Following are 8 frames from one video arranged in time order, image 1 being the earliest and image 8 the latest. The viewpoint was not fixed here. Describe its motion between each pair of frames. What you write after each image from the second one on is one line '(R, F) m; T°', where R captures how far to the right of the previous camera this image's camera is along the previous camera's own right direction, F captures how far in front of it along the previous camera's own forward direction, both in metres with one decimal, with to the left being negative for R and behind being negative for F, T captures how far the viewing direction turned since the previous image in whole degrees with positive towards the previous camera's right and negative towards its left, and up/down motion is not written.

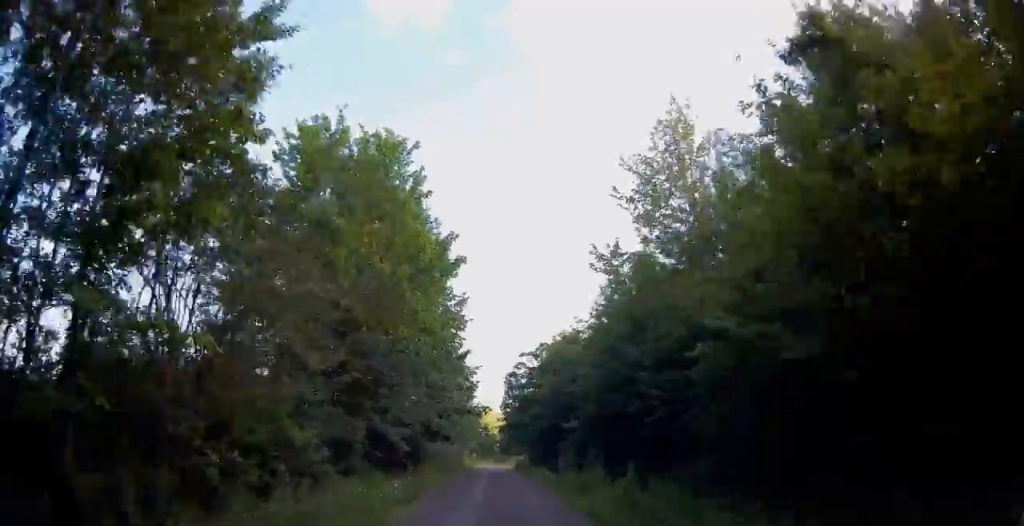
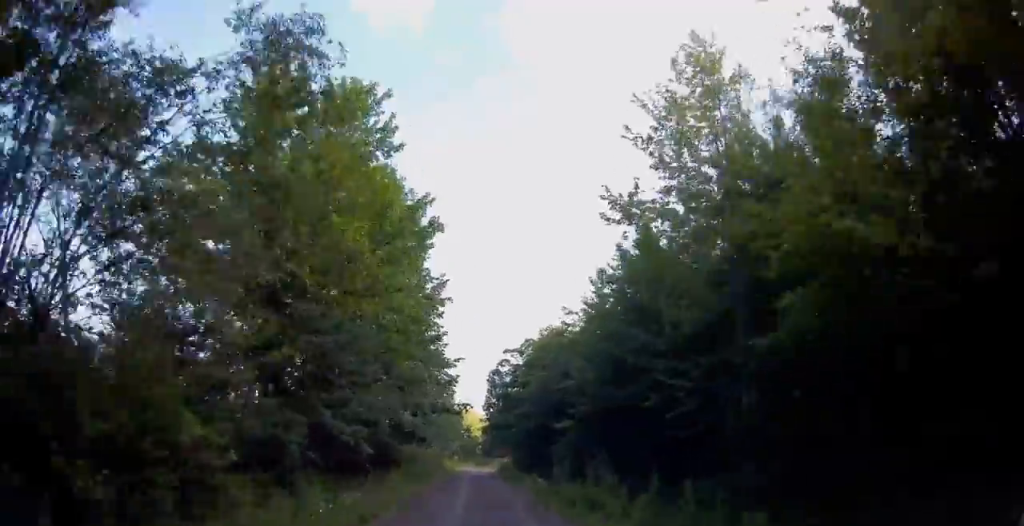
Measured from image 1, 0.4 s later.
(+0.1, +4.3) m; 0°
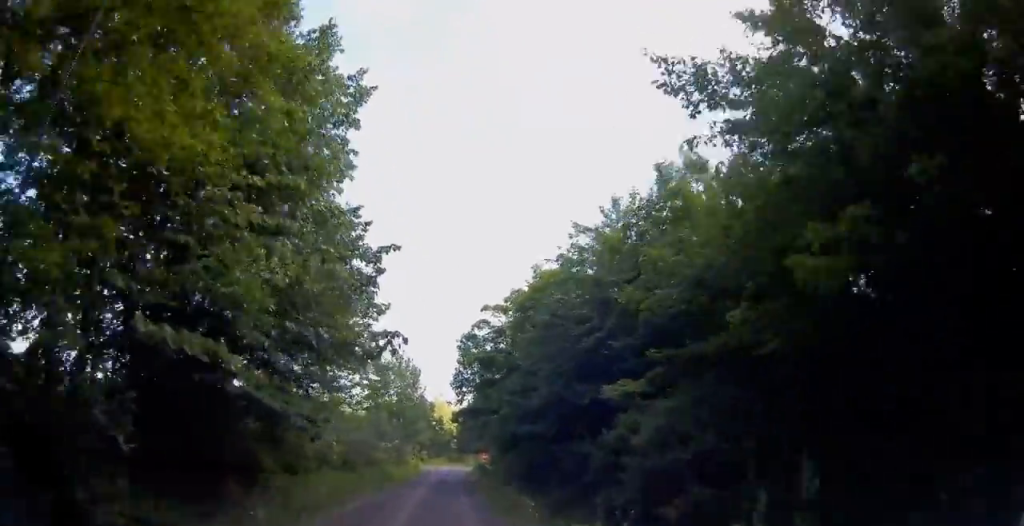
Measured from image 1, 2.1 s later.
(-0.1, +17.5) m; 0°
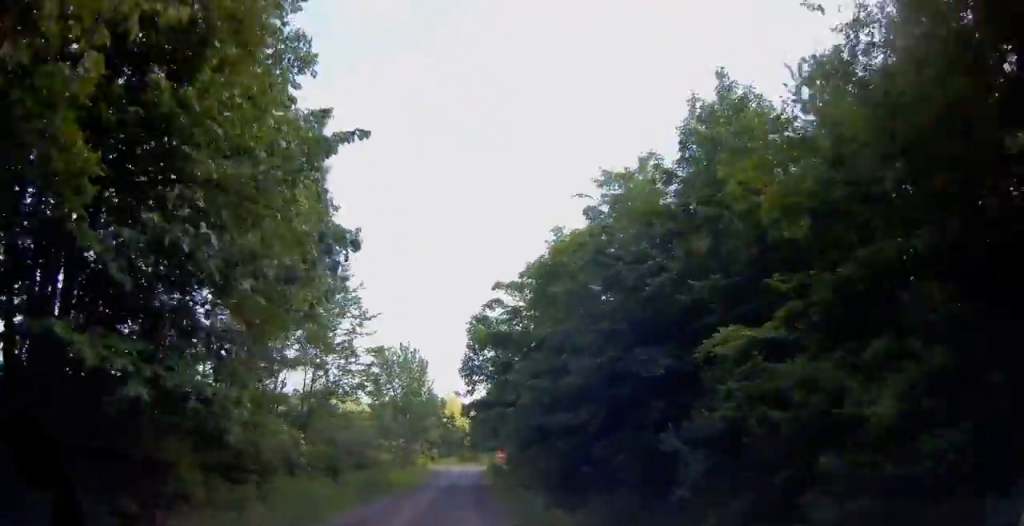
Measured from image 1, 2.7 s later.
(0.0, +6.0) m; -1°
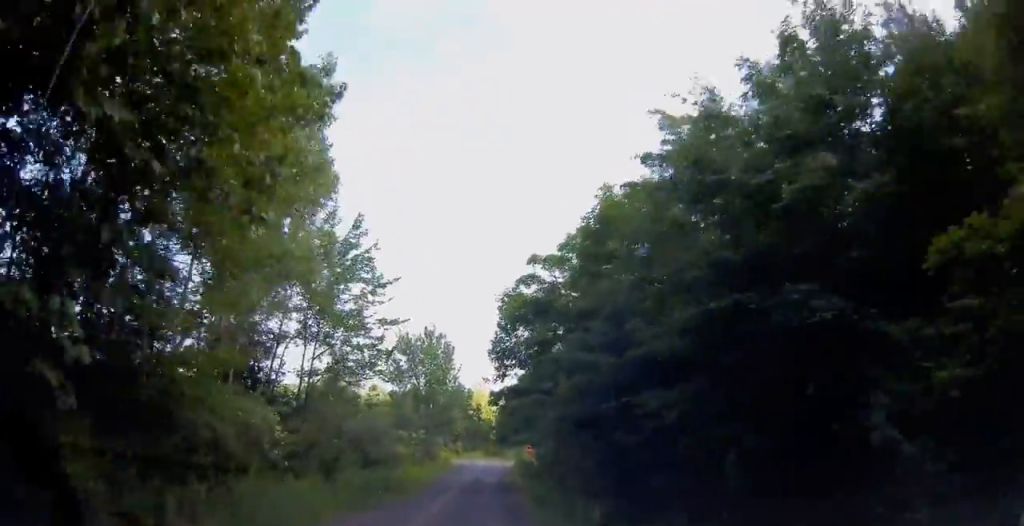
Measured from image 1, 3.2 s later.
(+0.1, +4.6) m; -1°
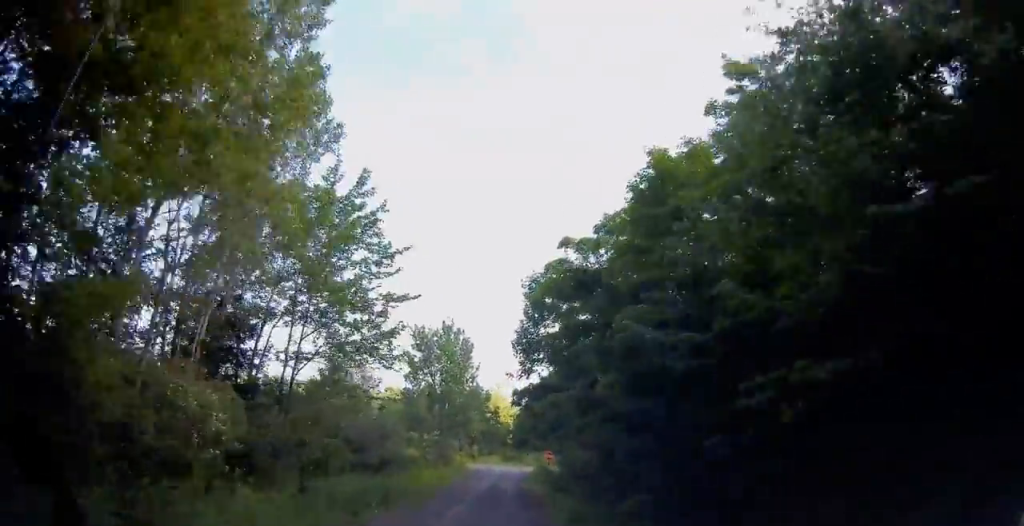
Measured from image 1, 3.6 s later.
(0.0, +4.3) m; 0°
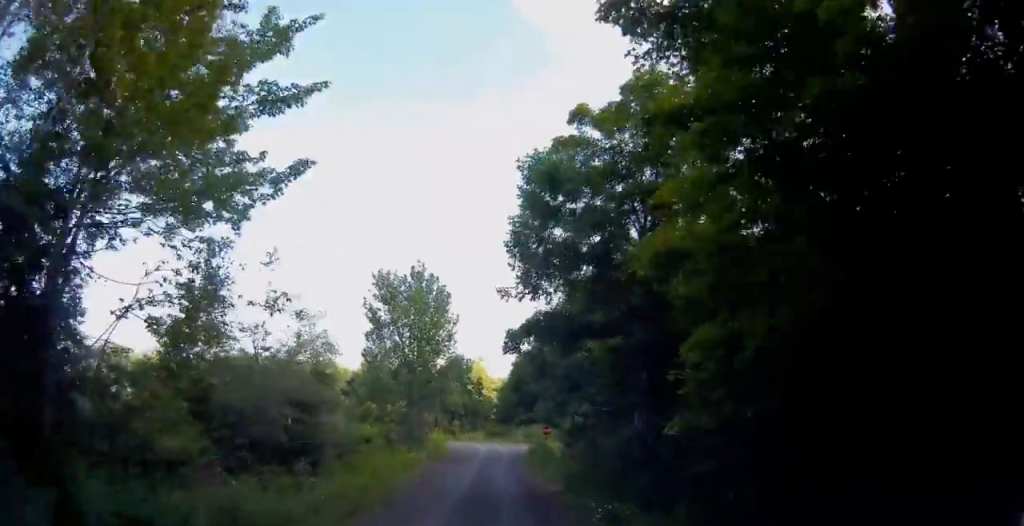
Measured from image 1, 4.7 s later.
(0.0, +11.0) m; +2°
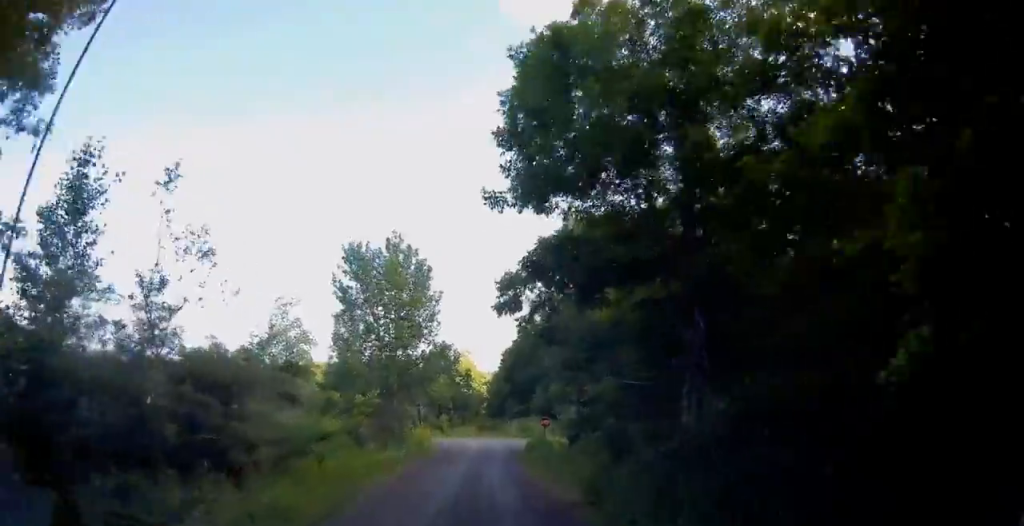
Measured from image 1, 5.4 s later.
(+0.4, +6.1) m; +1°
